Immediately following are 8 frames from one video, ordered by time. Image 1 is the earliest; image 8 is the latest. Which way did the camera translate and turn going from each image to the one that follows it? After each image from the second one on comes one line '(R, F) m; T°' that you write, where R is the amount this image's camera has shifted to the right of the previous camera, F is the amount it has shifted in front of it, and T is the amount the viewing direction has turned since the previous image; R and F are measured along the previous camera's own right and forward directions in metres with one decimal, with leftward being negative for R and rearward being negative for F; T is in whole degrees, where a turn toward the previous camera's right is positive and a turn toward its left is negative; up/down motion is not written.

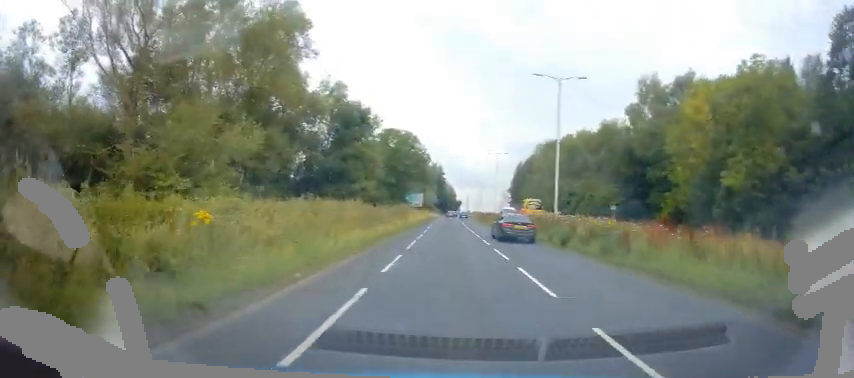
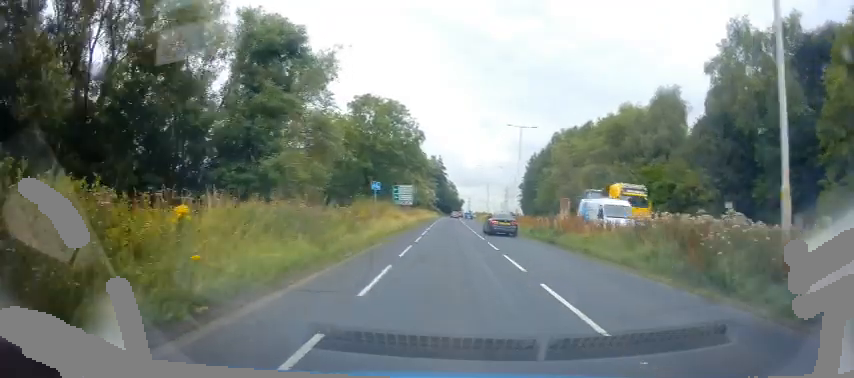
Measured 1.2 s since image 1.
(0.0, +20.8) m; -1°
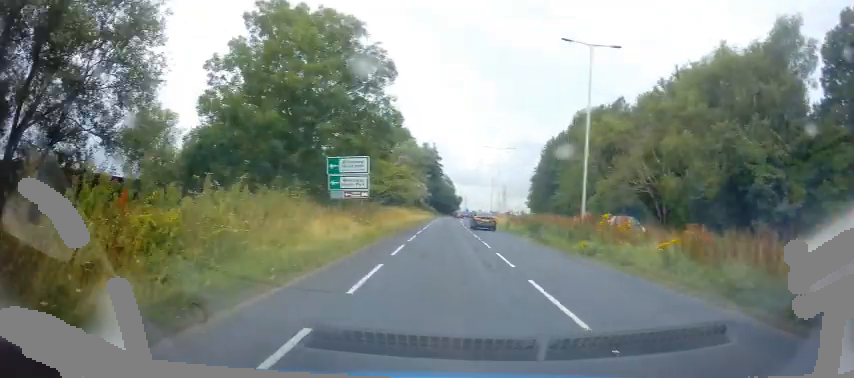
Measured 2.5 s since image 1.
(-0.1, +23.9) m; 0°
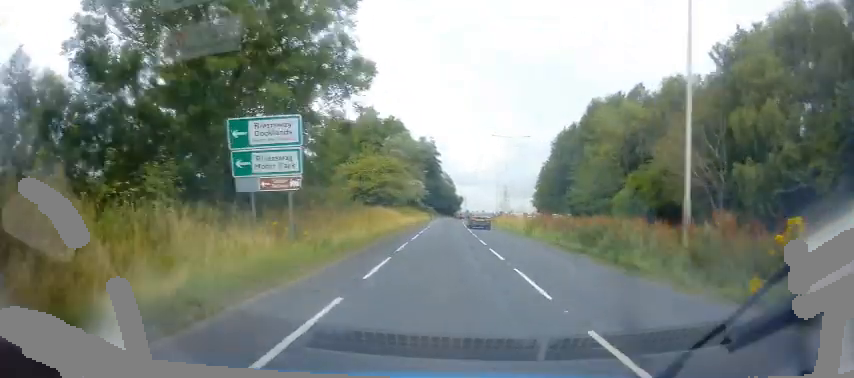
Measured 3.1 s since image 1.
(+0.2, +9.6) m; 0°
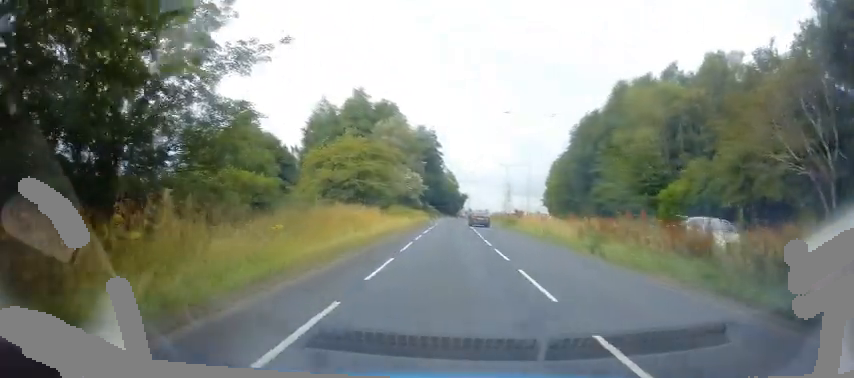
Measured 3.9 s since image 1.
(-0.3, +11.8) m; 0°
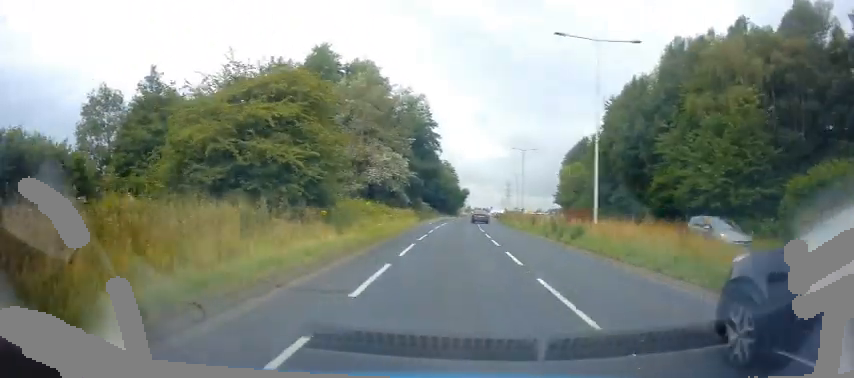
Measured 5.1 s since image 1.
(+0.4, +19.4) m; +2°
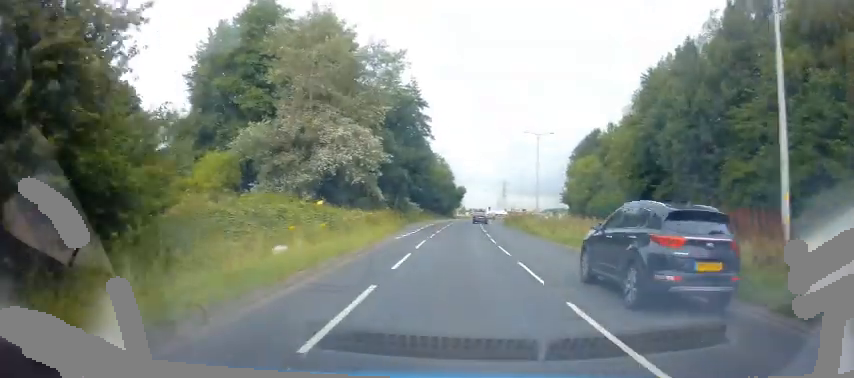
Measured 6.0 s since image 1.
(+0.1, +14.0) m; -2°
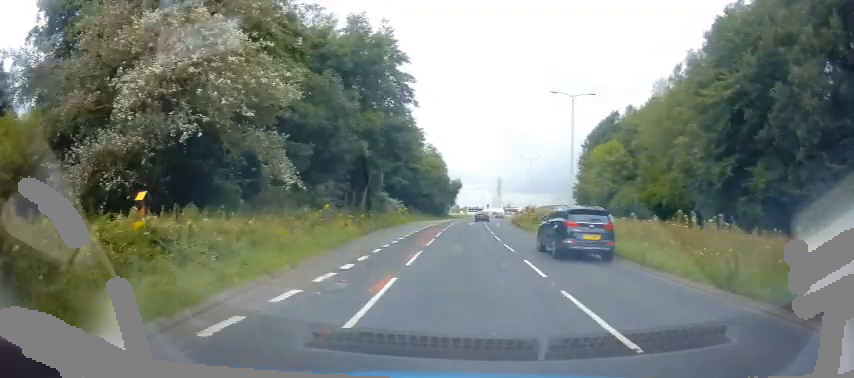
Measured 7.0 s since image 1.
(-0.7, +16.9) m; +2°
